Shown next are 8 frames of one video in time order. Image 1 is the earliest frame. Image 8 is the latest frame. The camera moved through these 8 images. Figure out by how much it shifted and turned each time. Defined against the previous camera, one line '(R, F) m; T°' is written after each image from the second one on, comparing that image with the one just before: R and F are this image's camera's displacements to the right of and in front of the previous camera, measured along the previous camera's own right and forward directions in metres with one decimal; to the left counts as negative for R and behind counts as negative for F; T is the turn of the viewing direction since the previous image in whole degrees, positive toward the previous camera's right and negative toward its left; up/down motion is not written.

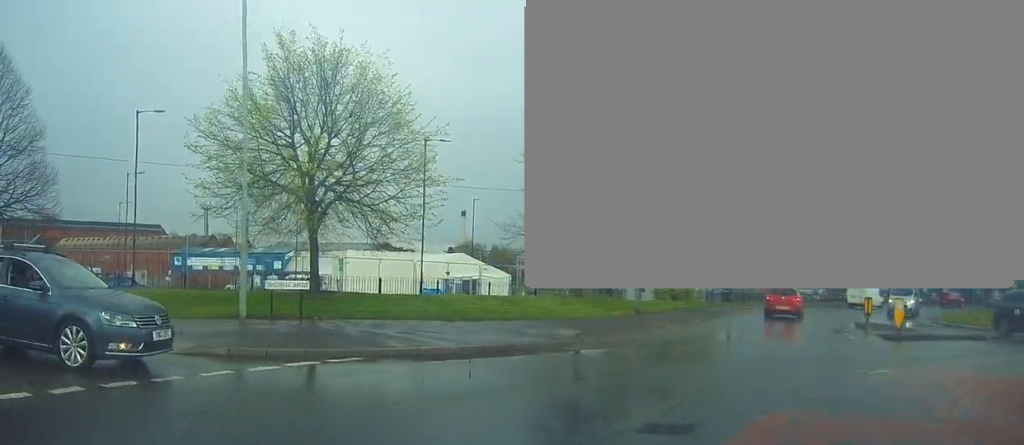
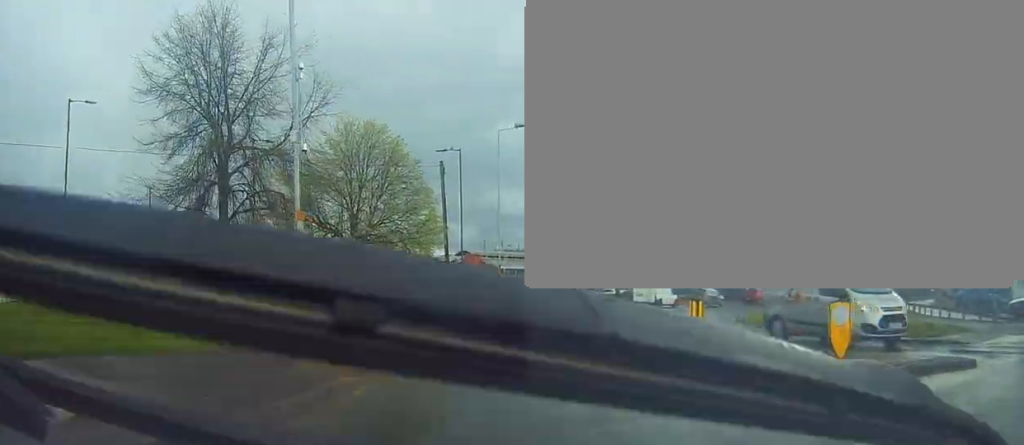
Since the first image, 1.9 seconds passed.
(+2.4, +9.5) m; +27°
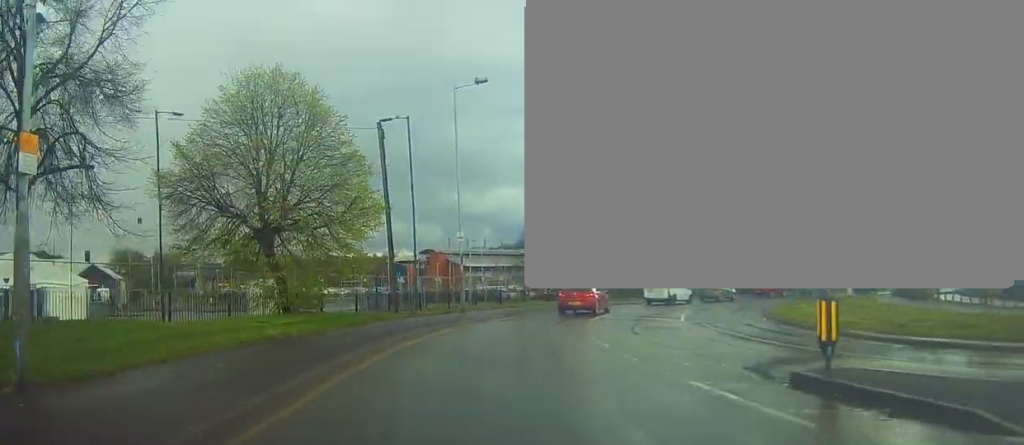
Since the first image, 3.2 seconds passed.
(+0.5, +7.9) m; +4°
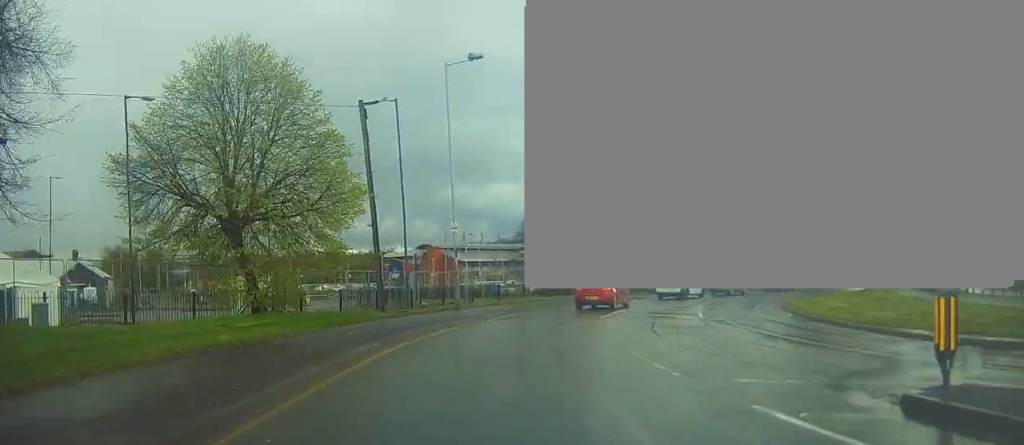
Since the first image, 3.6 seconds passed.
(0.0, +2.7) m; 0°
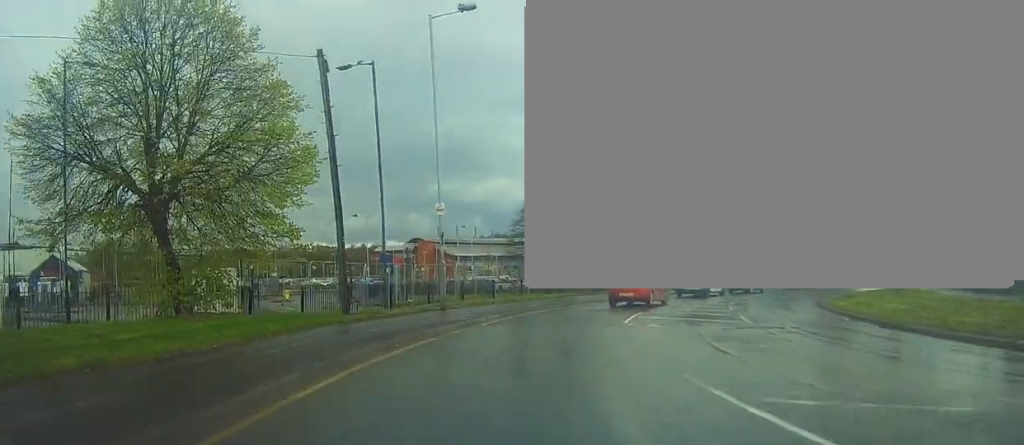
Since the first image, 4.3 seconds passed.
(0.0, +4.8) m; 0°
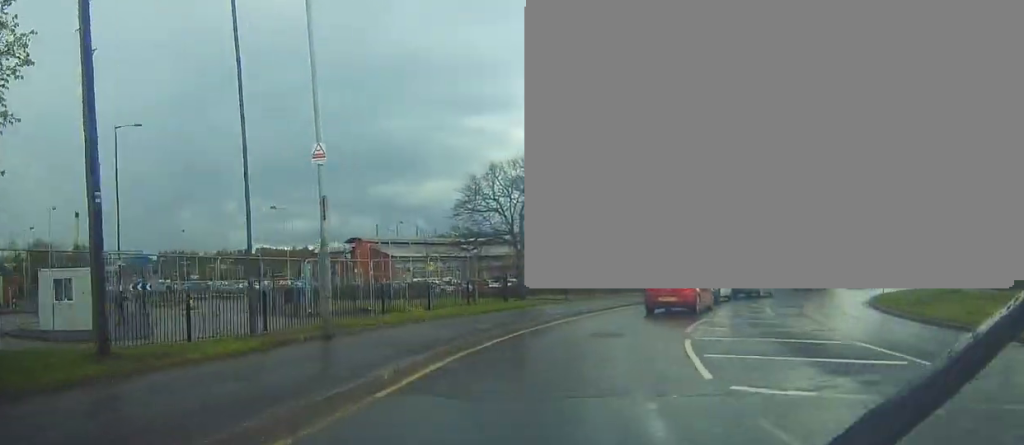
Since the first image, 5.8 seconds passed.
(0.0, +10.3) m; +4°
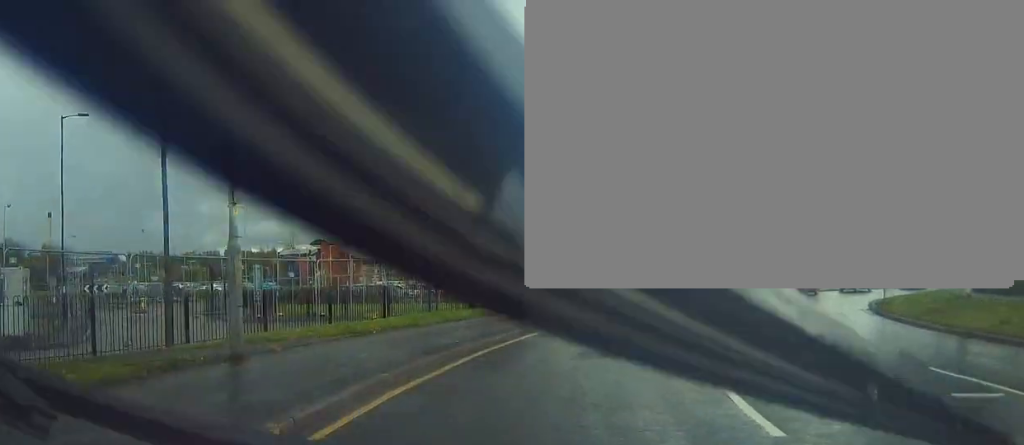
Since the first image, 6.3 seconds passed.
(+0.2, +3.1) m; +2°
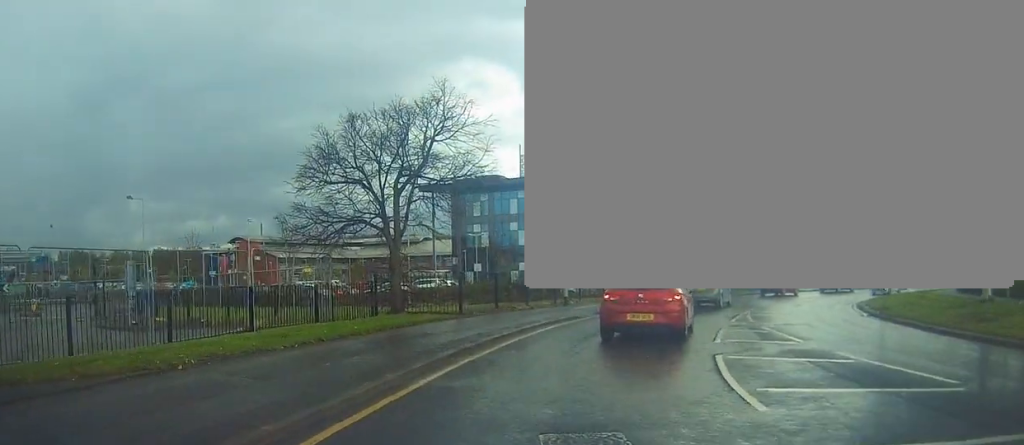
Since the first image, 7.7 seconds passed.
(+0.3, +6.8) m; +4°
